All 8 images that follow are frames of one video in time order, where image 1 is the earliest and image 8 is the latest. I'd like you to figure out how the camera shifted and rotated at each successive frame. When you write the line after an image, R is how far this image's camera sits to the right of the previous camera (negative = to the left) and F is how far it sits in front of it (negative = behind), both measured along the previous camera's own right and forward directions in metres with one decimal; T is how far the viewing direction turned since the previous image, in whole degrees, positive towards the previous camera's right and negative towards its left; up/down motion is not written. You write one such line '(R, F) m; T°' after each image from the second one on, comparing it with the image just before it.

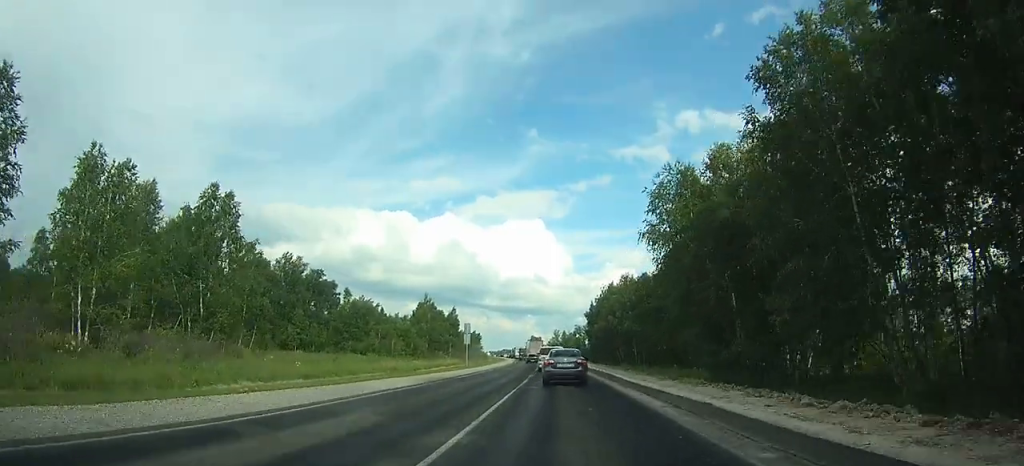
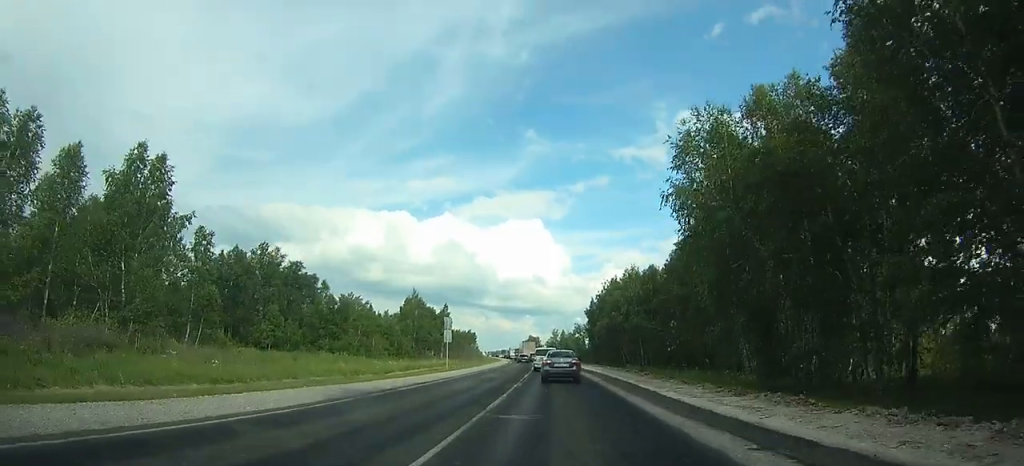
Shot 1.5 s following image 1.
(0.0, +10.1) m; -1°
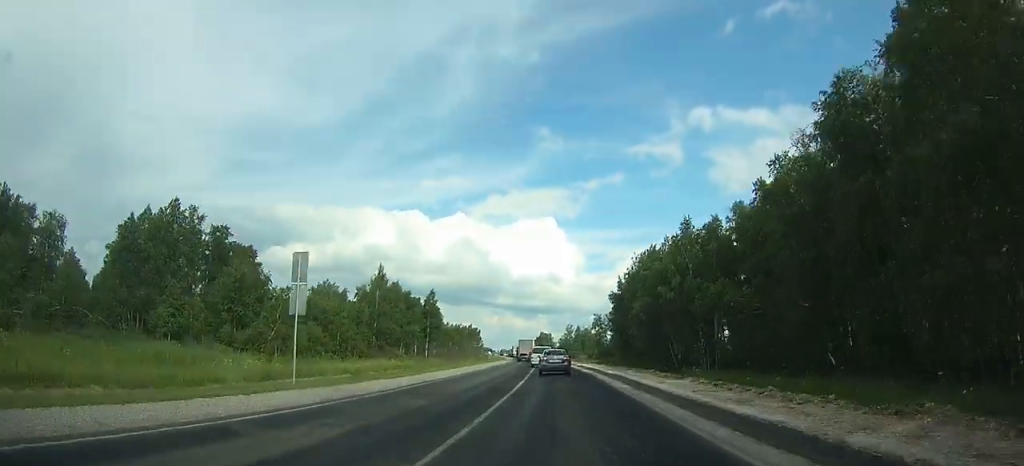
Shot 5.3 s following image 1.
(-0.6, +35.8) m; -1°
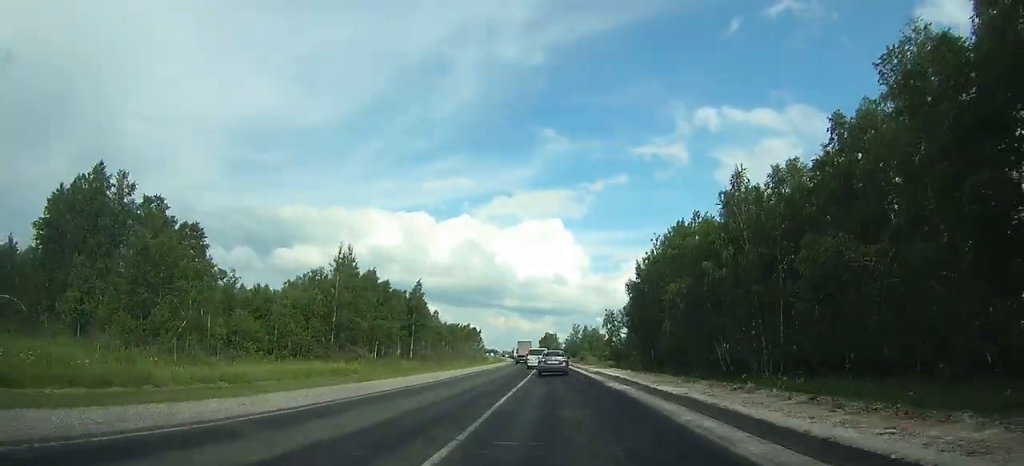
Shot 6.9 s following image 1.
(+0.1, +17.4) m; 0°
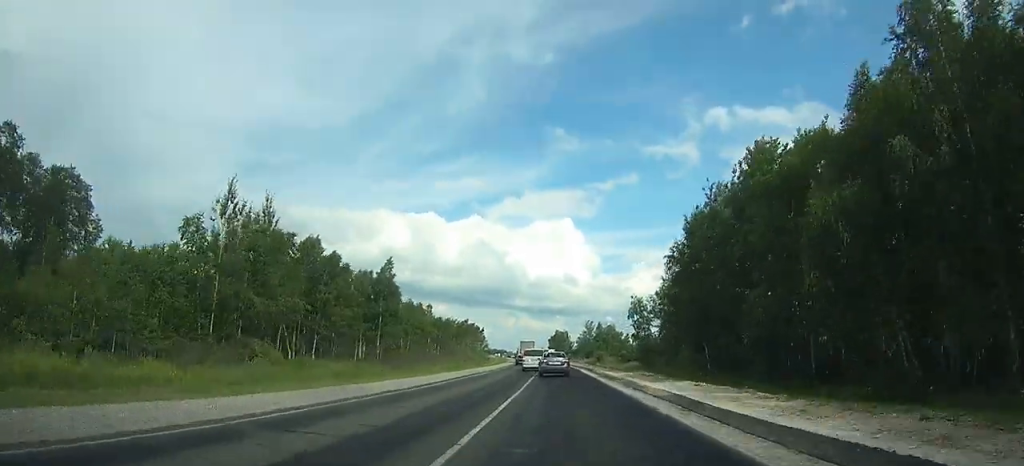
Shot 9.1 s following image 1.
(-0.2, +25.2) m; -1°
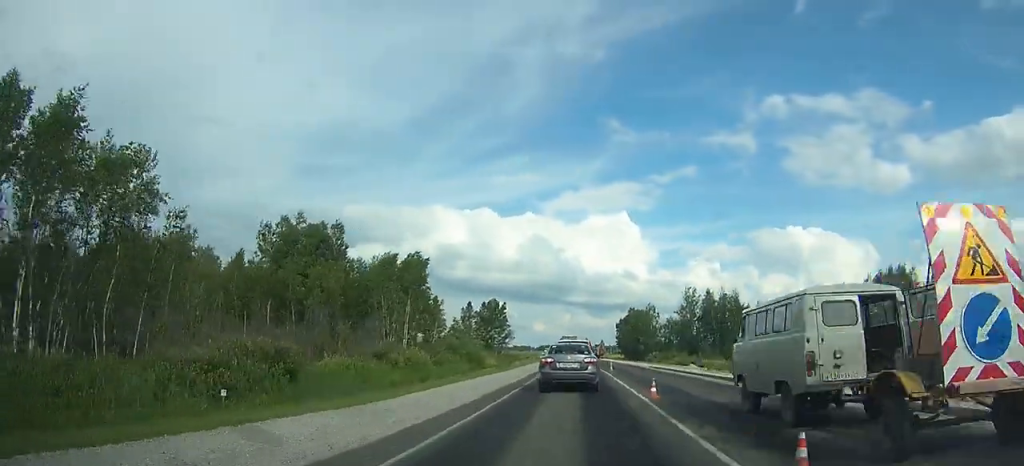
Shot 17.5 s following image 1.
(-5.8, +99.2) m; -2°
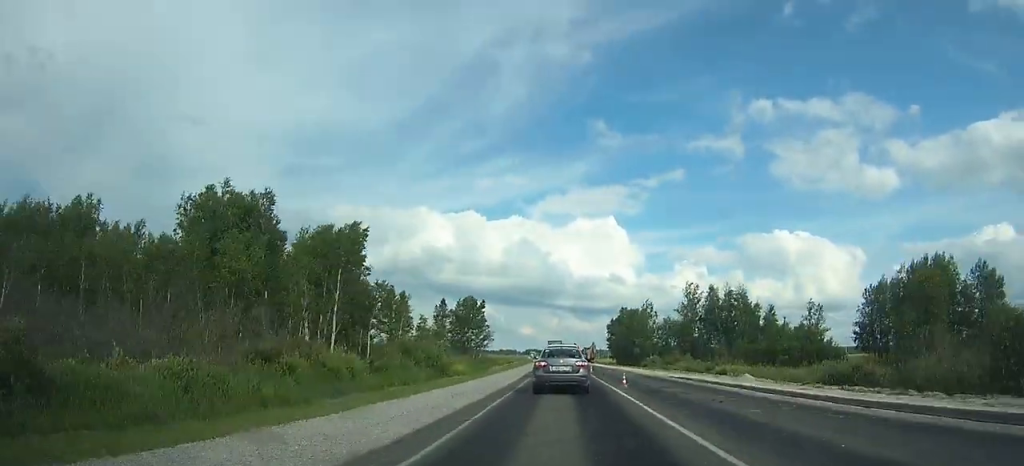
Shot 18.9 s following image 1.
(-0.6, +17.5) m; +4°
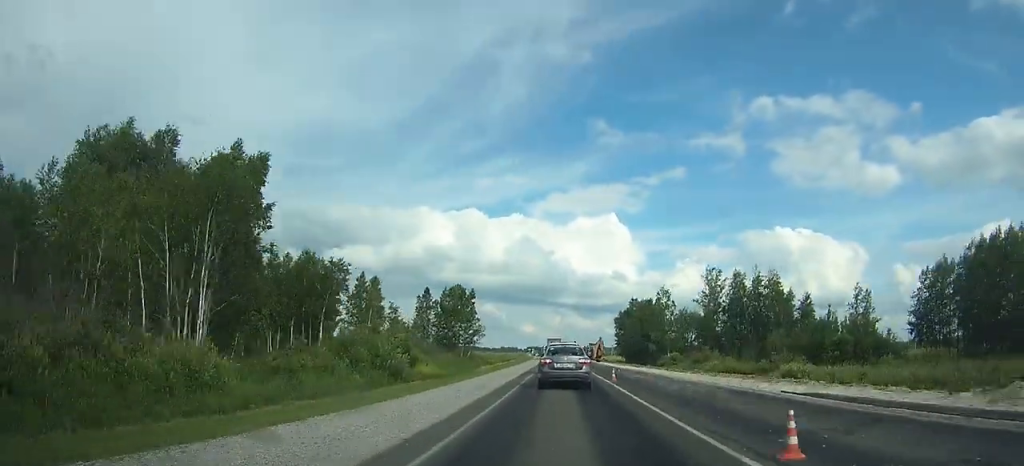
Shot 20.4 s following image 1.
(+1.0, +18.9) m; +1°
